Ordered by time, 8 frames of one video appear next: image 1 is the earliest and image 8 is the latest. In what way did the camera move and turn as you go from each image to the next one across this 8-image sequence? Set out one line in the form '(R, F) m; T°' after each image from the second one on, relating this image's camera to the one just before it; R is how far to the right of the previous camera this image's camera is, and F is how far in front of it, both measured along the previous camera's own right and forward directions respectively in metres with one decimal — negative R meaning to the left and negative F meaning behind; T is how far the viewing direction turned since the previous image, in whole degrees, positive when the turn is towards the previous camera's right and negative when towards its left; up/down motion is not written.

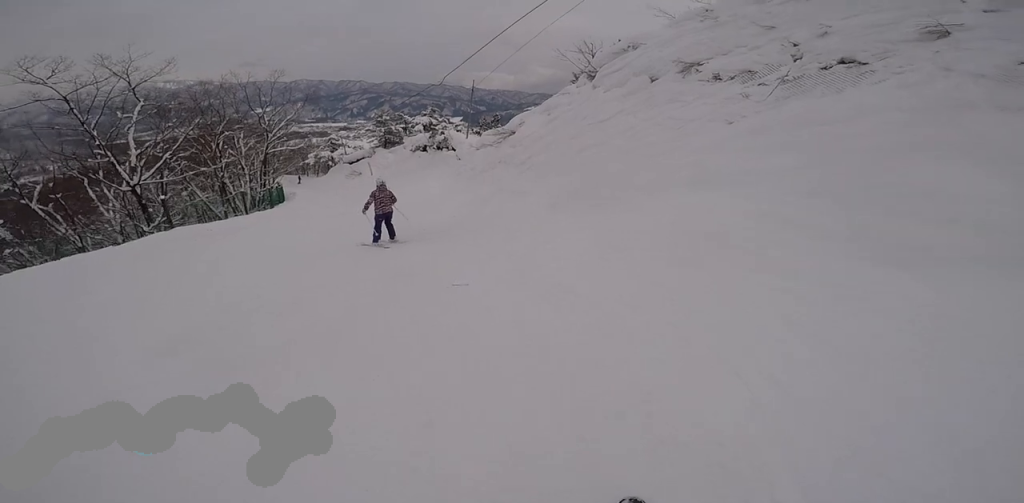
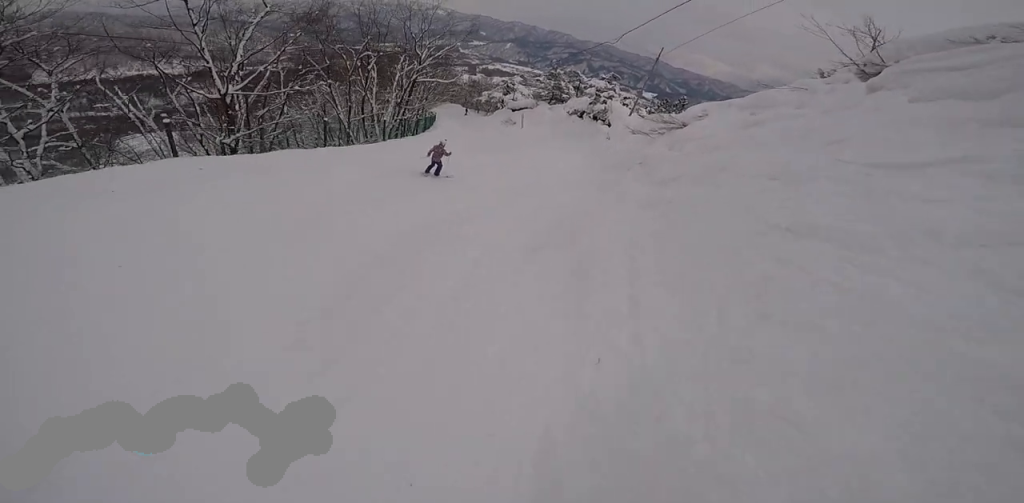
(+0.4, +7.0) m; -8°
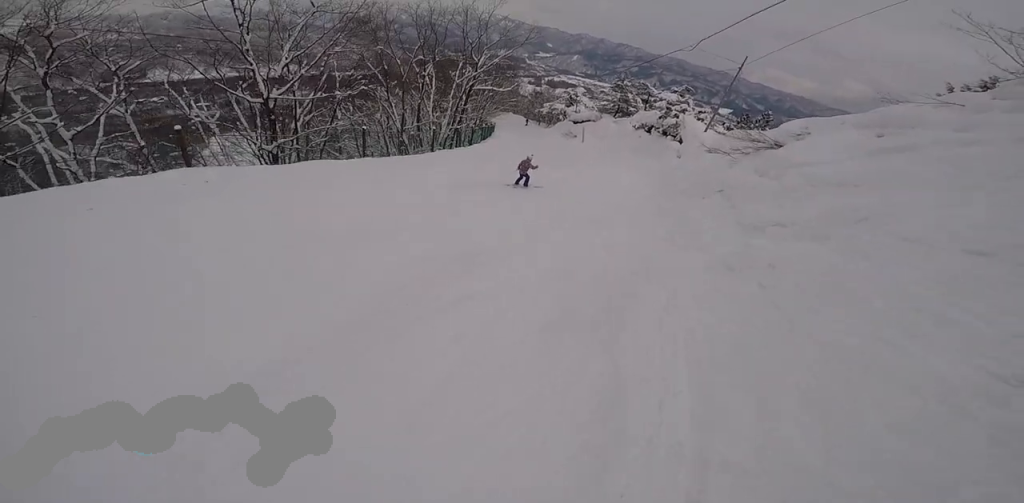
(-0.3, +2.4) m; -7°
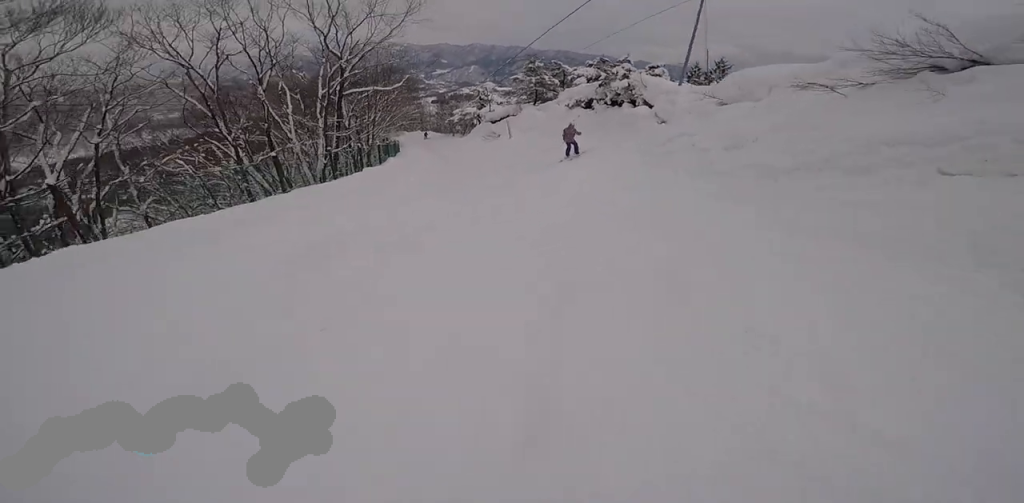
(-0.1, +6.2) m; -1°
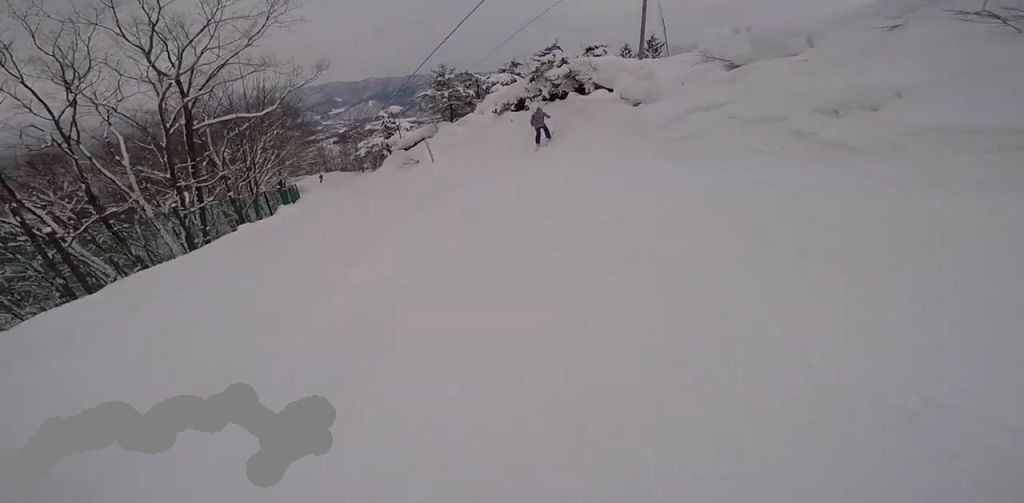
(0.0, +2.9) m; 0°
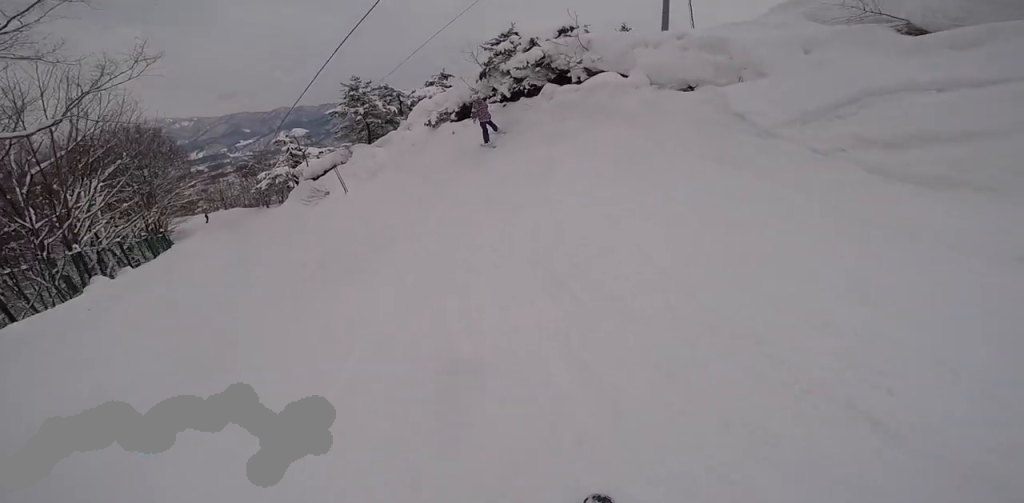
(0.0, +4.0) m; +5°
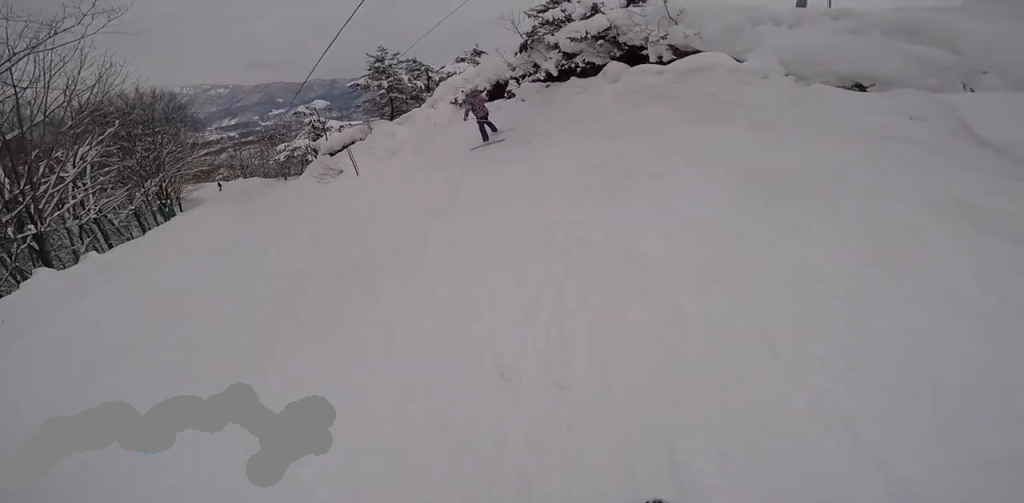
(-0.2, +2.3) m; +6°
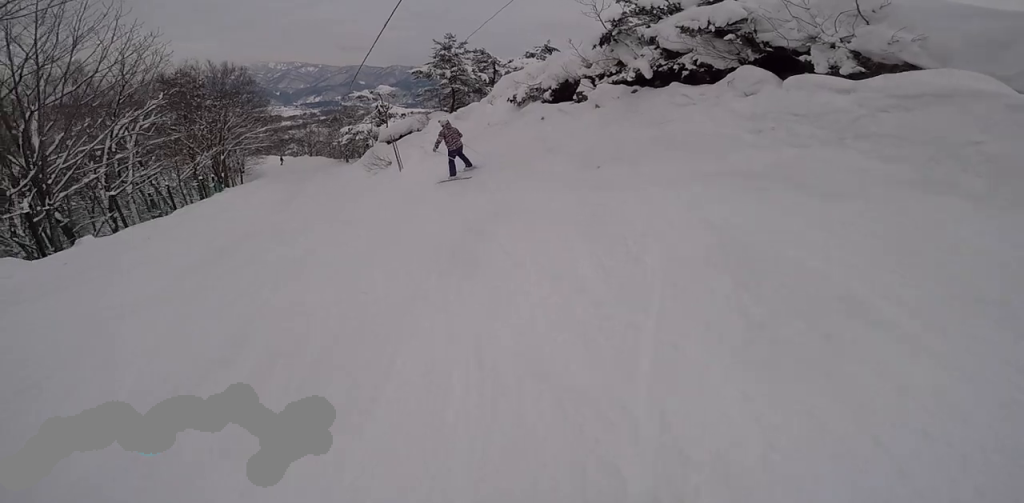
(+0.4, +2.7) m; +3°
